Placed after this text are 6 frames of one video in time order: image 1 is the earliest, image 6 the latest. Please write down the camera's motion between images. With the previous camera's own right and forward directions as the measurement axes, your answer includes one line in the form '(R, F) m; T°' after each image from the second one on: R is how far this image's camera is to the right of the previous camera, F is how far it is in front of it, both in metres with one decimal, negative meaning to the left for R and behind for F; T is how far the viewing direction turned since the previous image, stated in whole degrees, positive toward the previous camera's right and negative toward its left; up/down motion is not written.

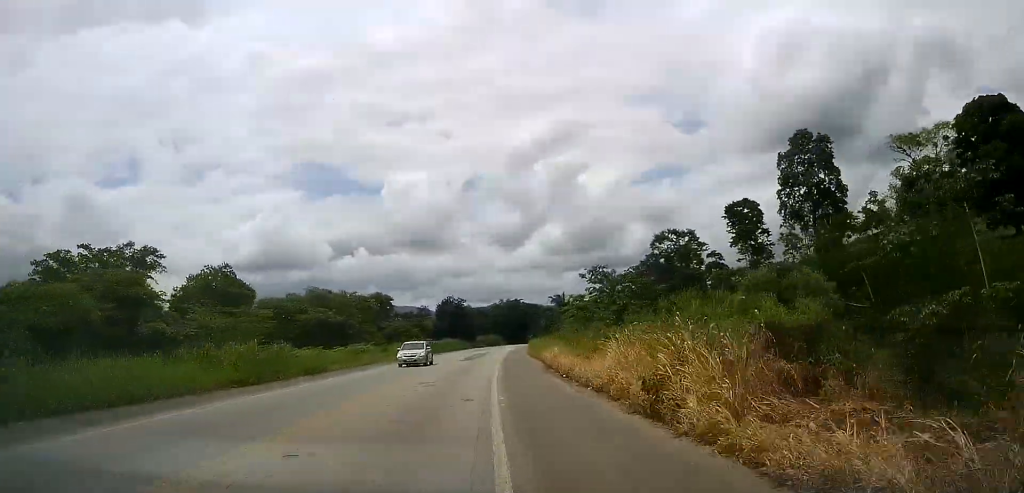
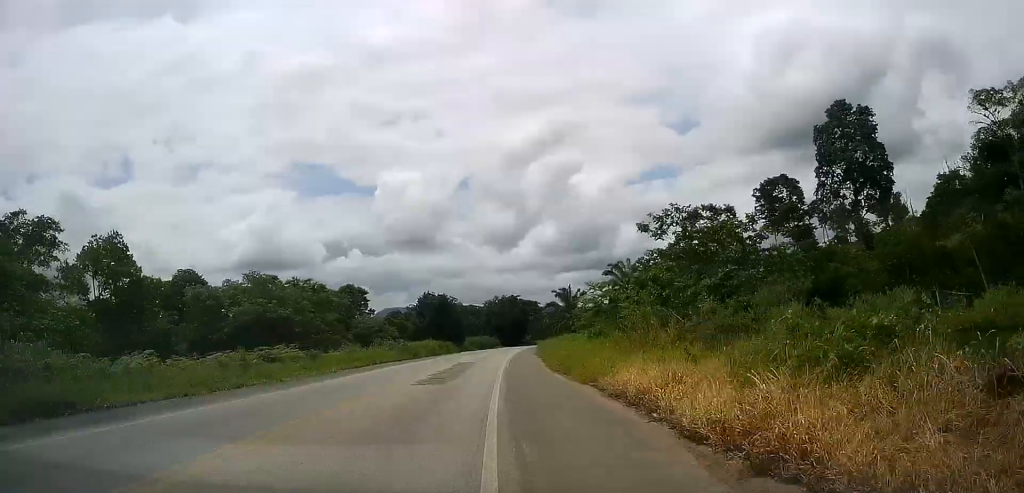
(0.0, +21.2) m; +1°
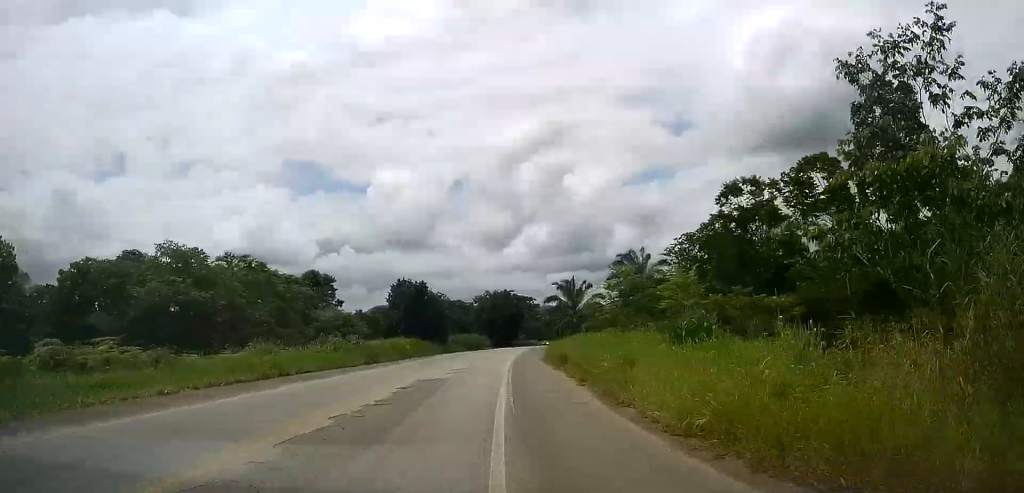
(+0.2, +17.4) m; +1°
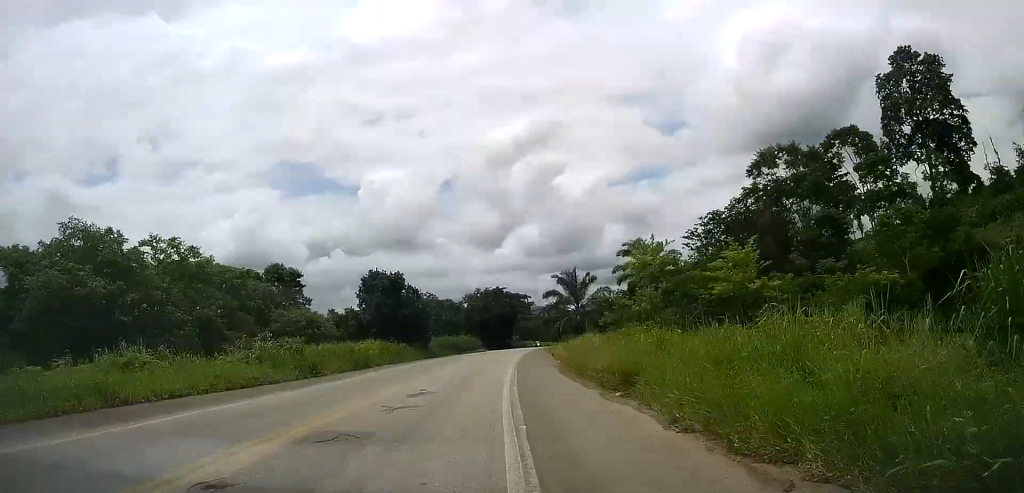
(+0.1, +12.4) m; +1°
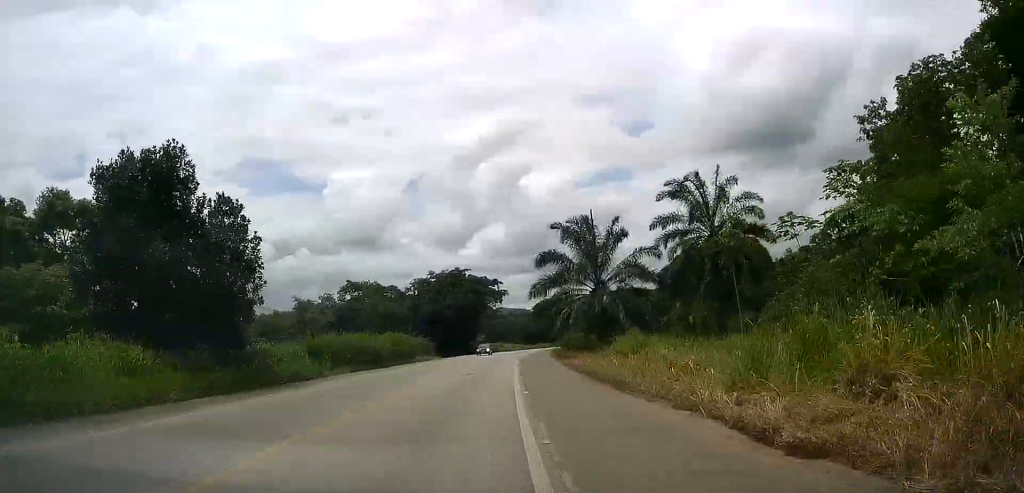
(+0.8, +39.5) m; +2°
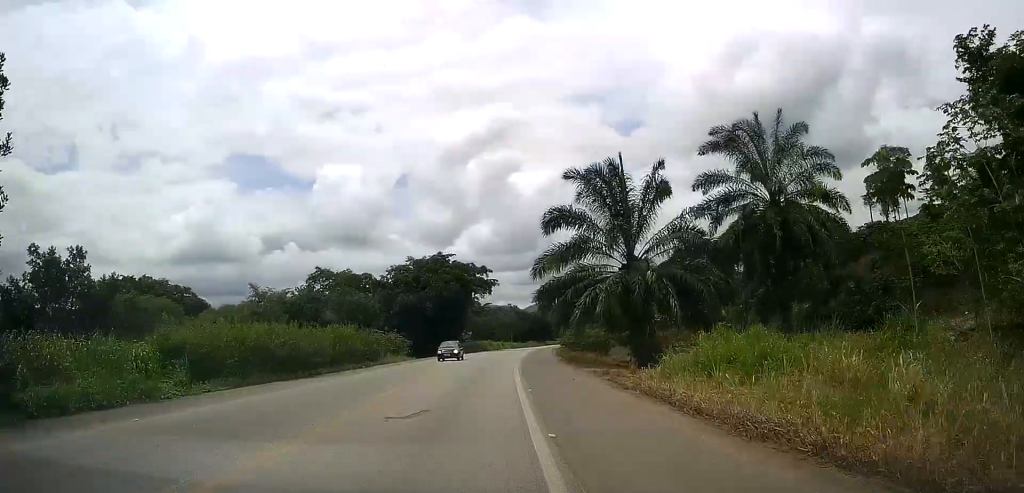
(+0.1, +14.7) m; +1°
